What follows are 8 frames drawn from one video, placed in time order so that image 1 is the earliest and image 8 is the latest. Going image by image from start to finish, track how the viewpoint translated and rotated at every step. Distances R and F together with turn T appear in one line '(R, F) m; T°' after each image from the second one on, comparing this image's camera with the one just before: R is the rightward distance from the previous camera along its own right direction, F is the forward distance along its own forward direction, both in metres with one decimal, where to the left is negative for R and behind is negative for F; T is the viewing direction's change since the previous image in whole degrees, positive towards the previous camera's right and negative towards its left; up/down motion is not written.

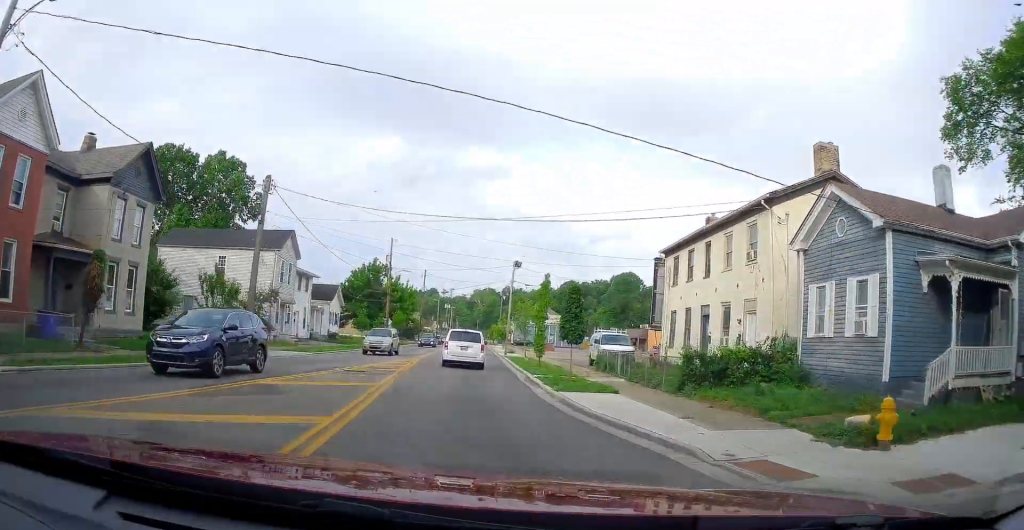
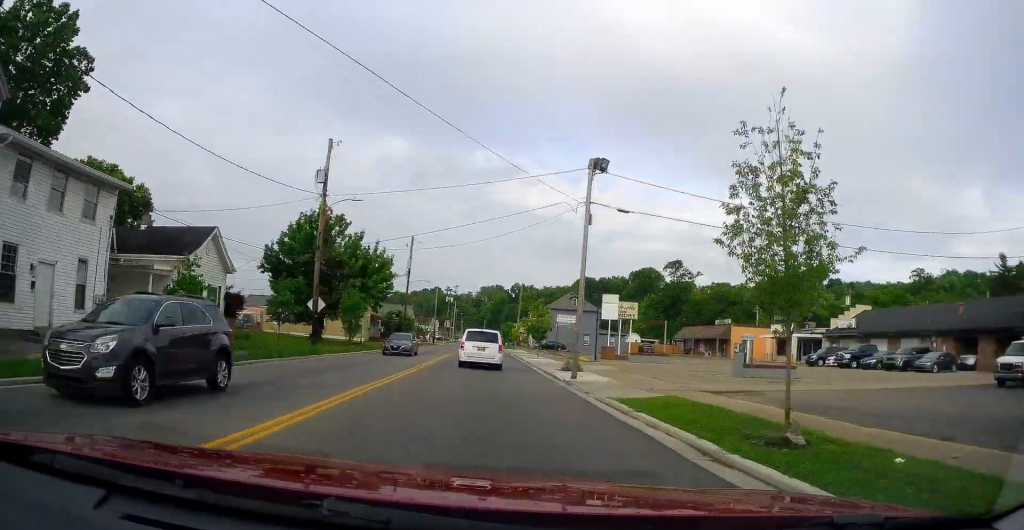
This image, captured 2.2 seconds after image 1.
(-0.1, +33.2) m; +1°
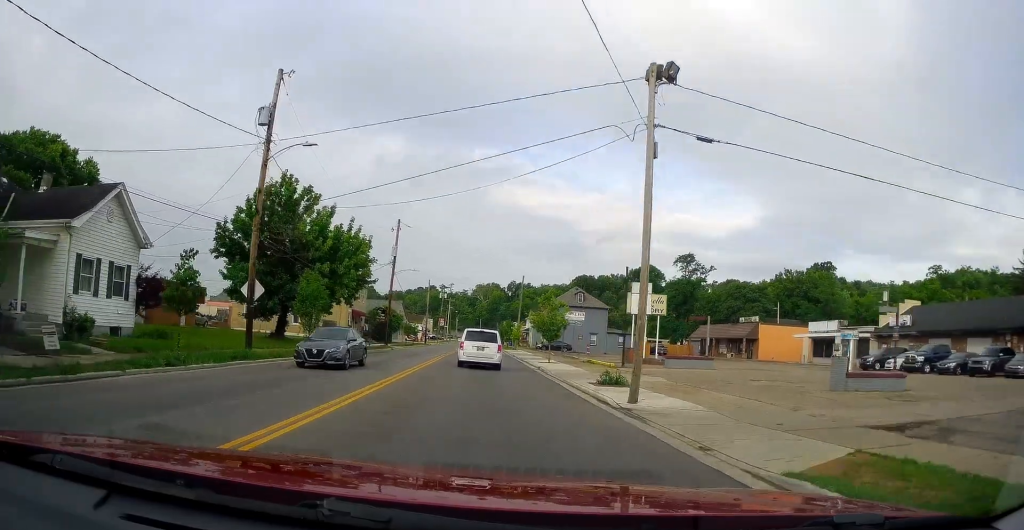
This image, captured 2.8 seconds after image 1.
(+0.4, +9.2) m; 0°
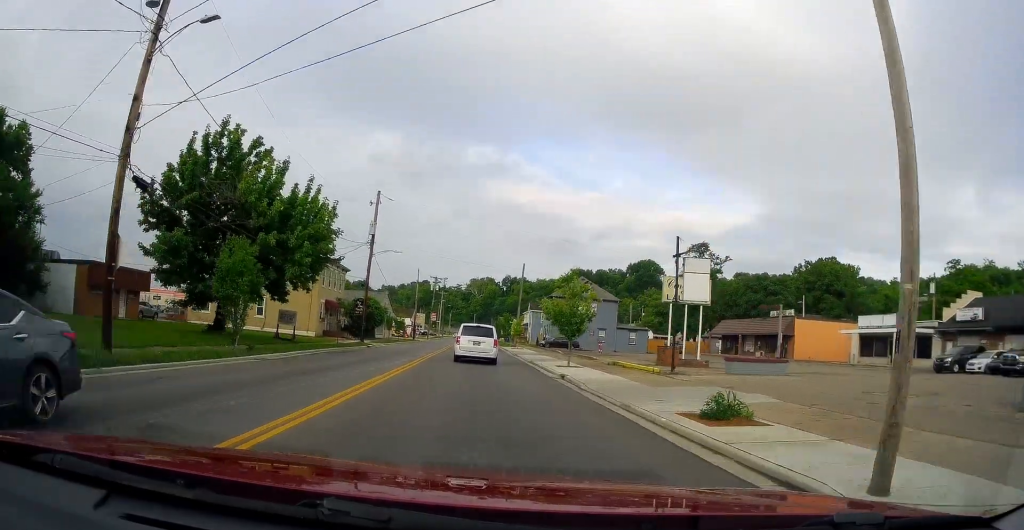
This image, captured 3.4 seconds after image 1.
(+0.2, +9.8) m; 0°
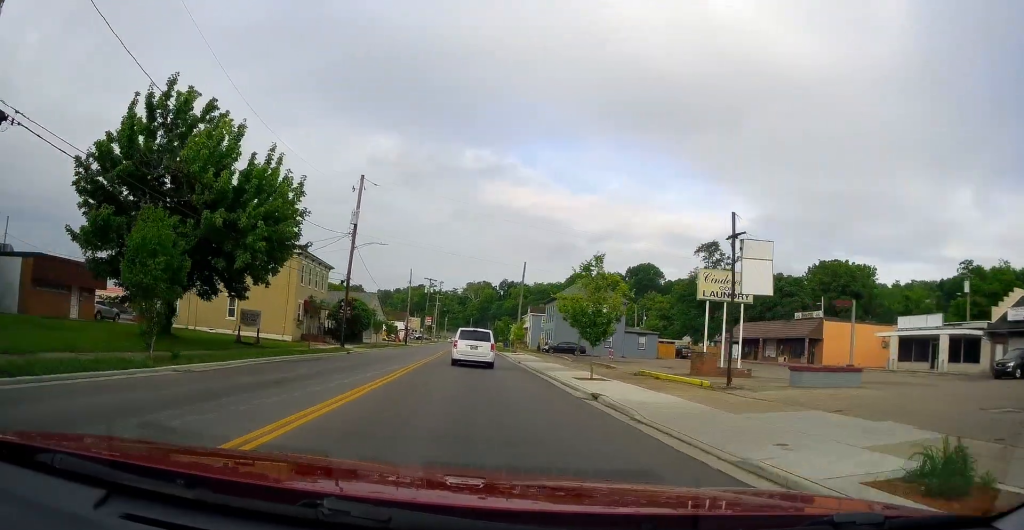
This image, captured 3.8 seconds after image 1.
(-0.2, +6.2) m; 0°
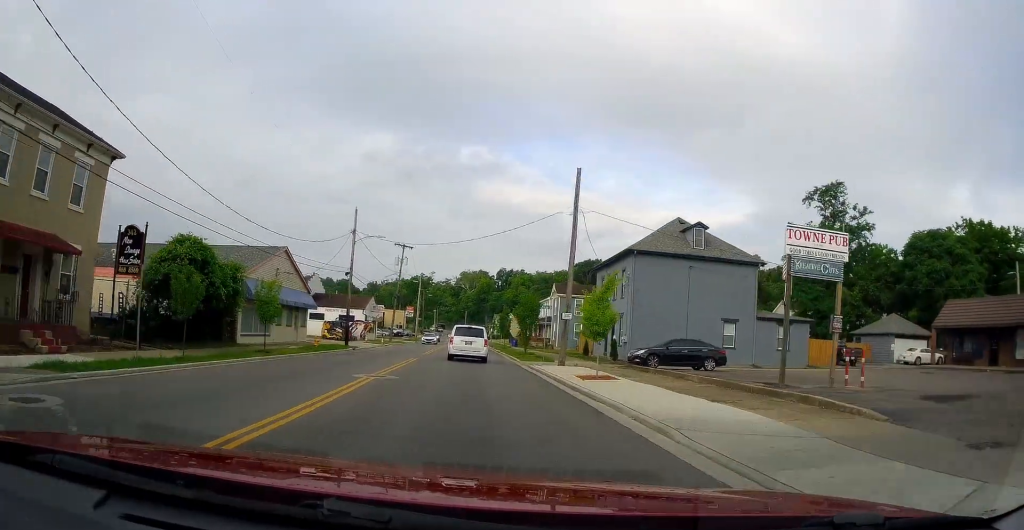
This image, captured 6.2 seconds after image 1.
(+0.2, +37.1) m; +1°
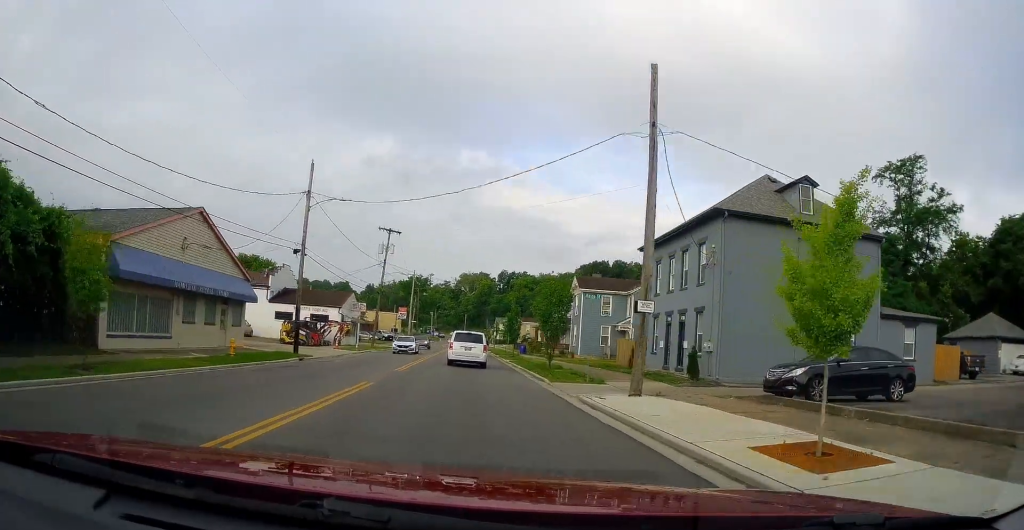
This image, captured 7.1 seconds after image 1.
(0.0, +13.4) m; +1°
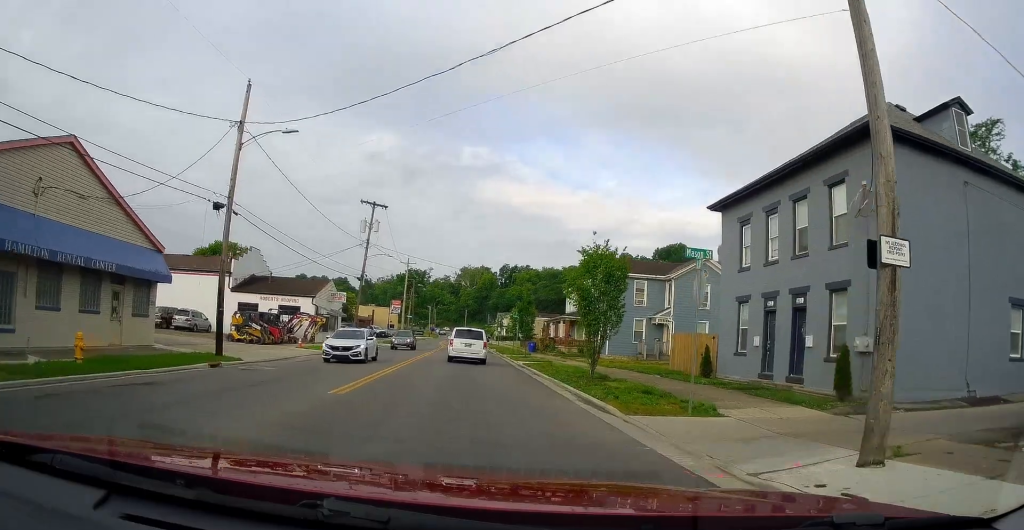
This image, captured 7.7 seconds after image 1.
(+0.1, +10.4) m; +1°
